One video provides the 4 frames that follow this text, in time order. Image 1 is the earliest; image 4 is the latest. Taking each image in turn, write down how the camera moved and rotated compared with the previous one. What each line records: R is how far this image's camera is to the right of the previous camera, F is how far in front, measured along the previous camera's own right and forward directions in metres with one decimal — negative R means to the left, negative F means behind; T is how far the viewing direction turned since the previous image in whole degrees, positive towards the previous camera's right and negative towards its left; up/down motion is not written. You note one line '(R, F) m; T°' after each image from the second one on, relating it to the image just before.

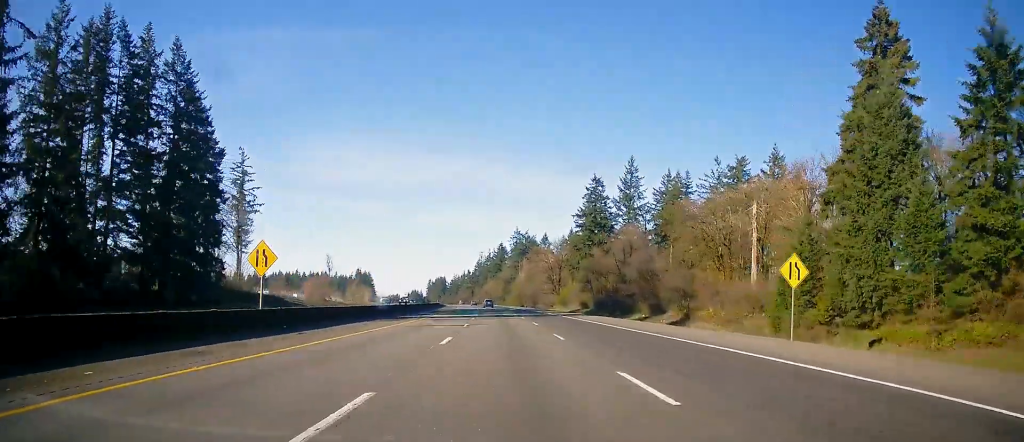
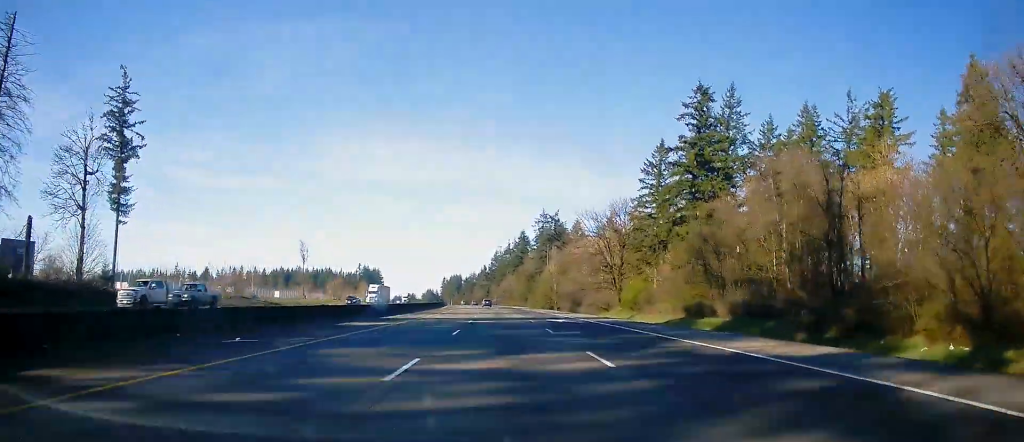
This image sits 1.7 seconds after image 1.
(-0.6, +56.8) m; -1°
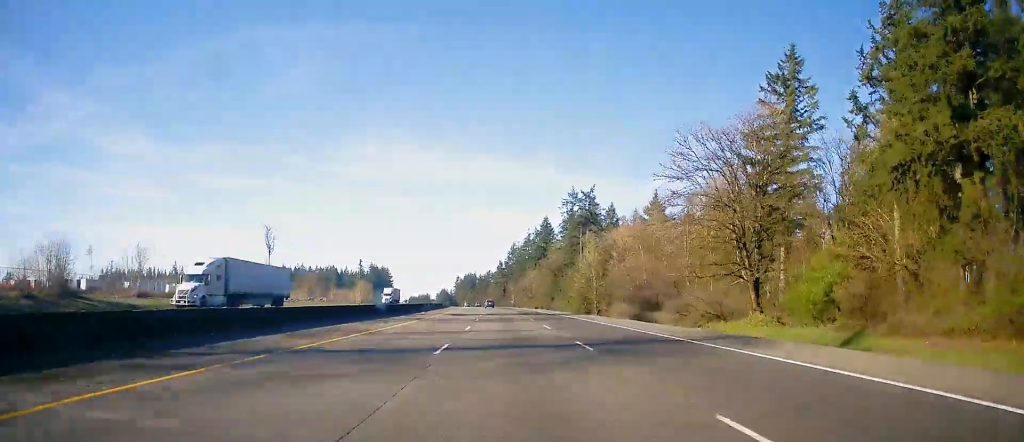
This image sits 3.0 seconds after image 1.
(-0.7, +44.5) m; -2°
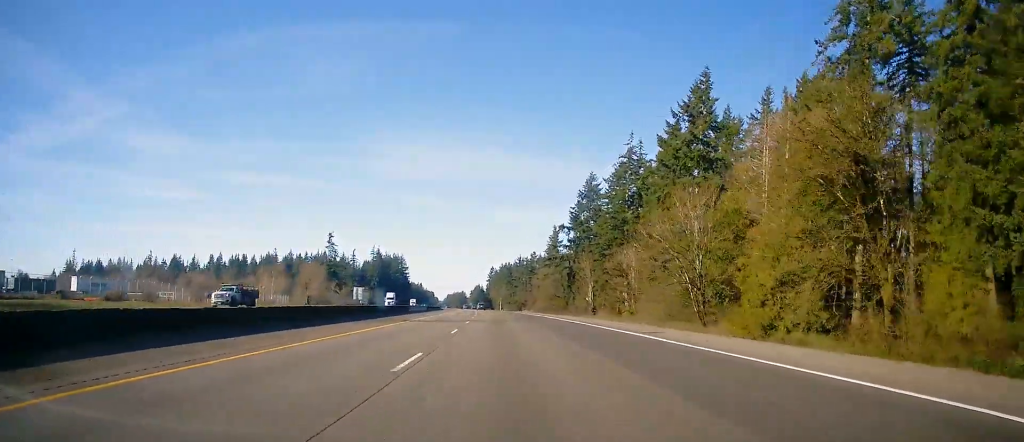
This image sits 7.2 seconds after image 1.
(-4.3, +137.4) m; -4°
